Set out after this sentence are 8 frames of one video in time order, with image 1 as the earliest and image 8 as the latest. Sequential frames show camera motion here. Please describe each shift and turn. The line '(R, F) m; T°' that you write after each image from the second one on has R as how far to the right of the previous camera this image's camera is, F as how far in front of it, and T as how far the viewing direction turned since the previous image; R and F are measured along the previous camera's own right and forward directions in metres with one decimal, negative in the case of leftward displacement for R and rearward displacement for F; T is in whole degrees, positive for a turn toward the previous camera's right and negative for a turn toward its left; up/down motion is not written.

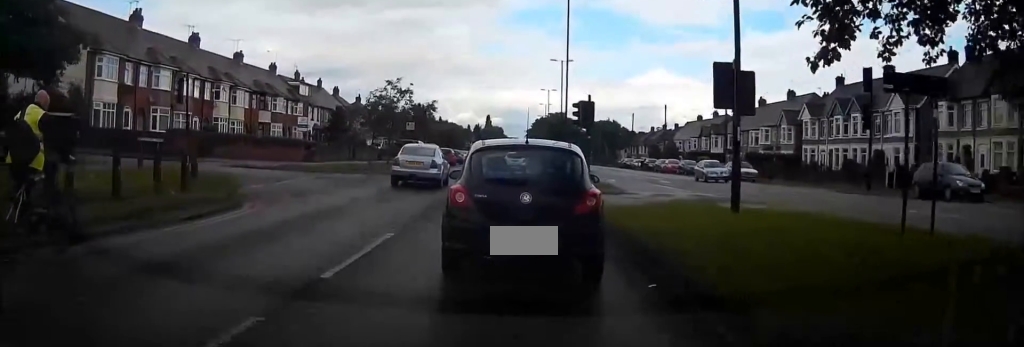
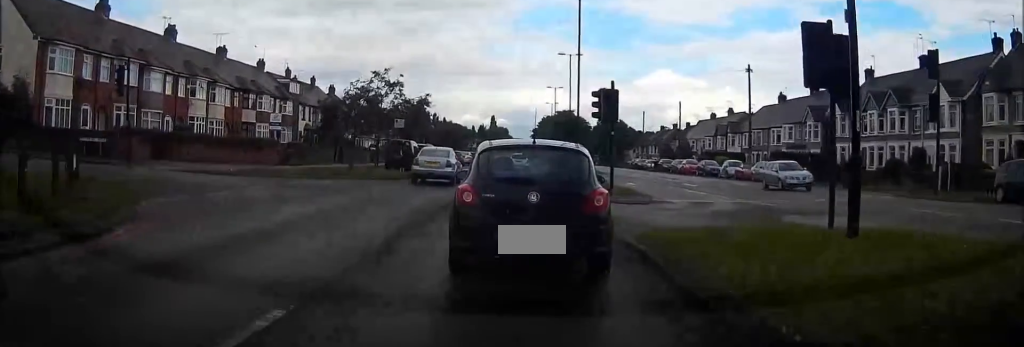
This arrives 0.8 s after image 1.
(0.0, +5.6) m; 0°
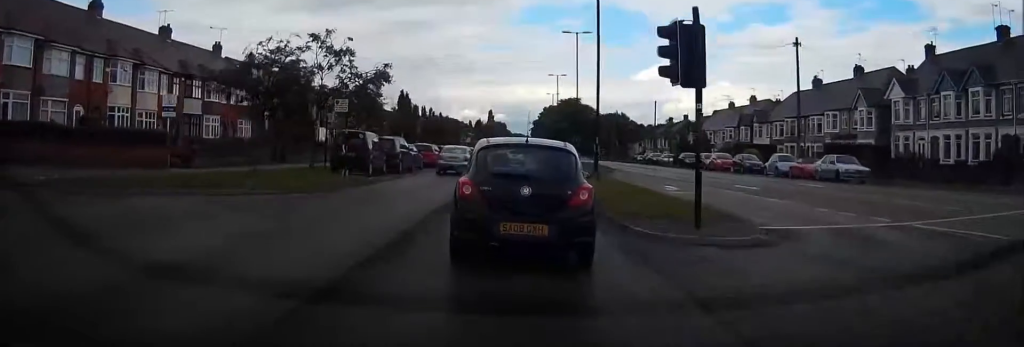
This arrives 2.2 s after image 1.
(0.0, +11.7) m; 0°
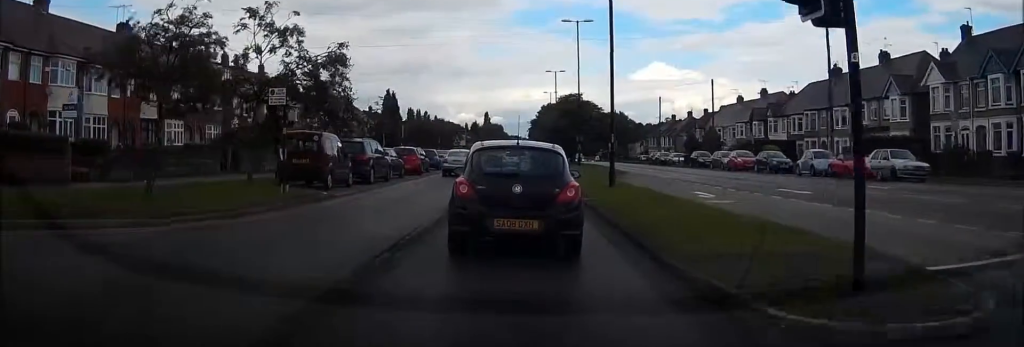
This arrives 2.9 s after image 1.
(+0.1, +6.3) m; +1°
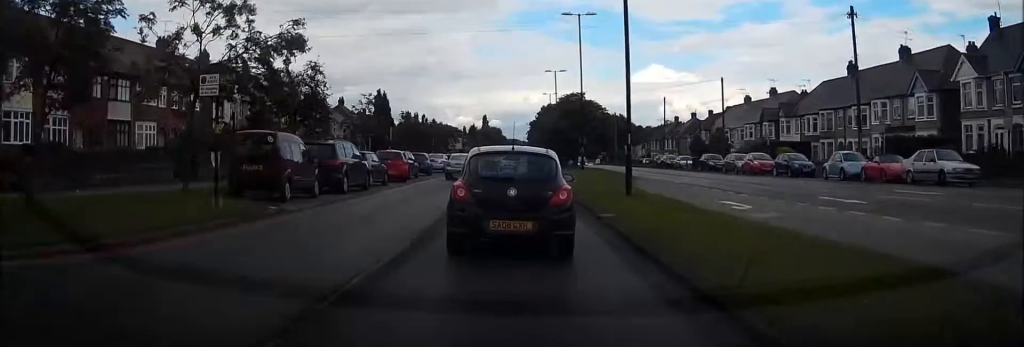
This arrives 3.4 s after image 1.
(0.0, +4.0) m; 0°
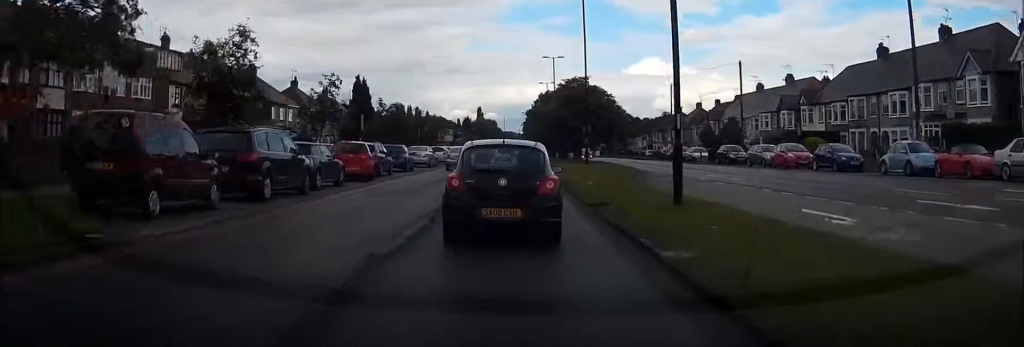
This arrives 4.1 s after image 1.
(0.0, +7.3) m; 0°
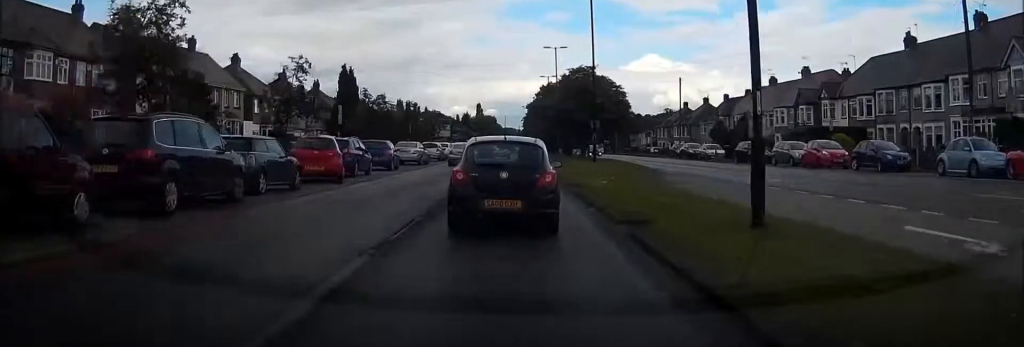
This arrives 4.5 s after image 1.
(0.0, +4.6) m; 0°
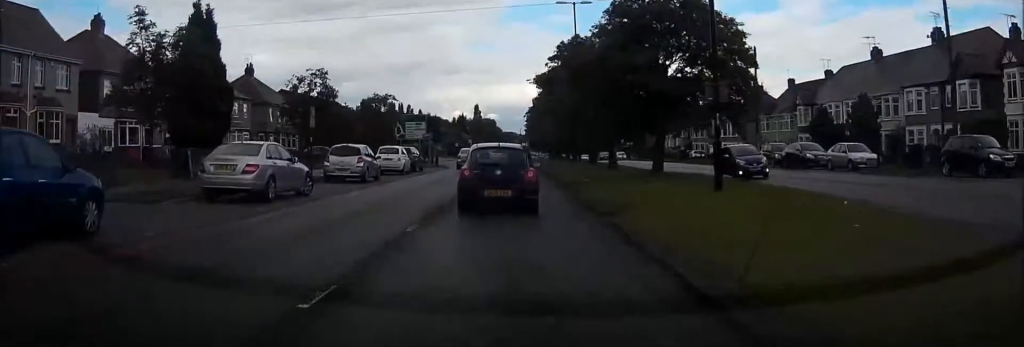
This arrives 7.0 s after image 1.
(-0.3, +28.5) m; -1°
